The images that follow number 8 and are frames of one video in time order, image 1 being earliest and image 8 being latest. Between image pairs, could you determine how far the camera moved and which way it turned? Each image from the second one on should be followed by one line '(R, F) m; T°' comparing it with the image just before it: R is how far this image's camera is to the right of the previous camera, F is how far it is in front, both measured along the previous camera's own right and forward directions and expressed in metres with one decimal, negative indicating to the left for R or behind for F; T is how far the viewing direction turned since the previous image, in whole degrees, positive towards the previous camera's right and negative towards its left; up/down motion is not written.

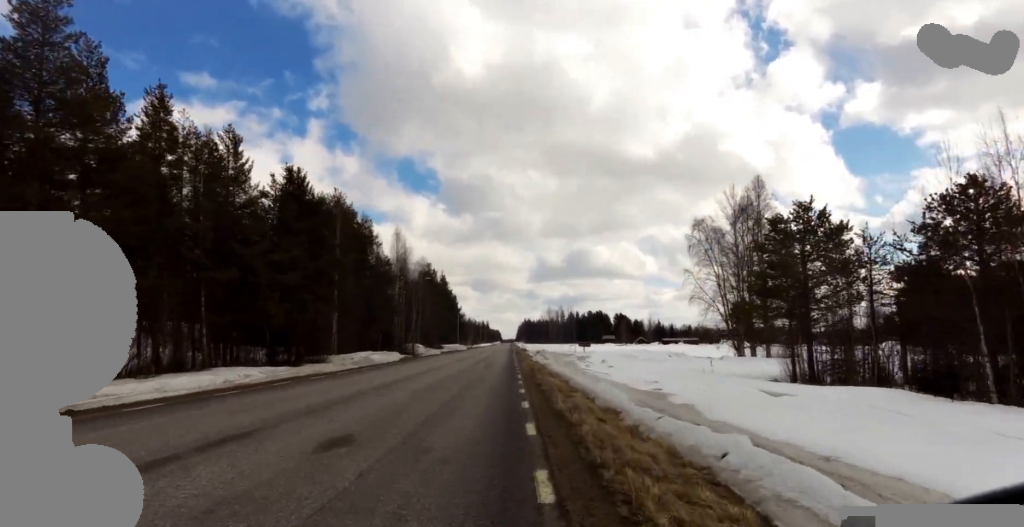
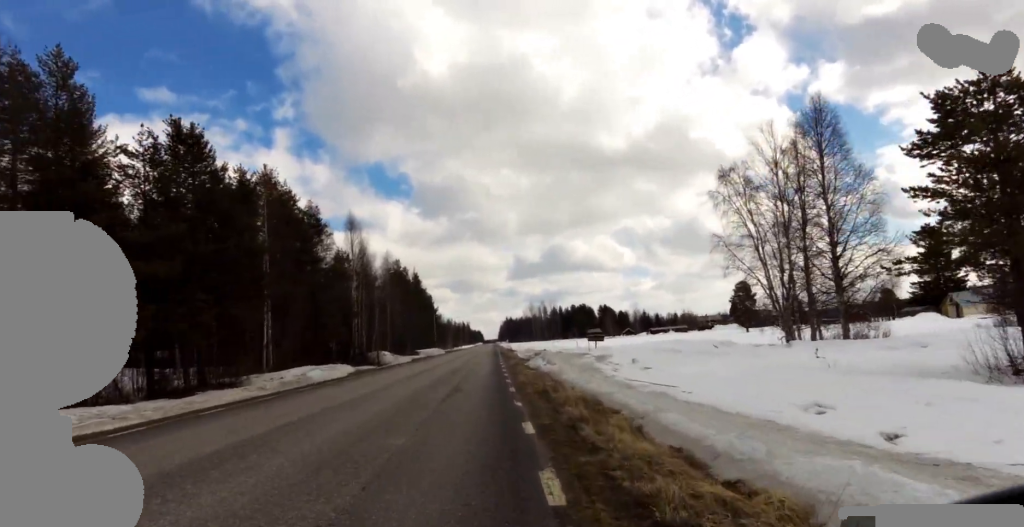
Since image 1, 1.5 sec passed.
(-0.1, +11.7) m; -5°
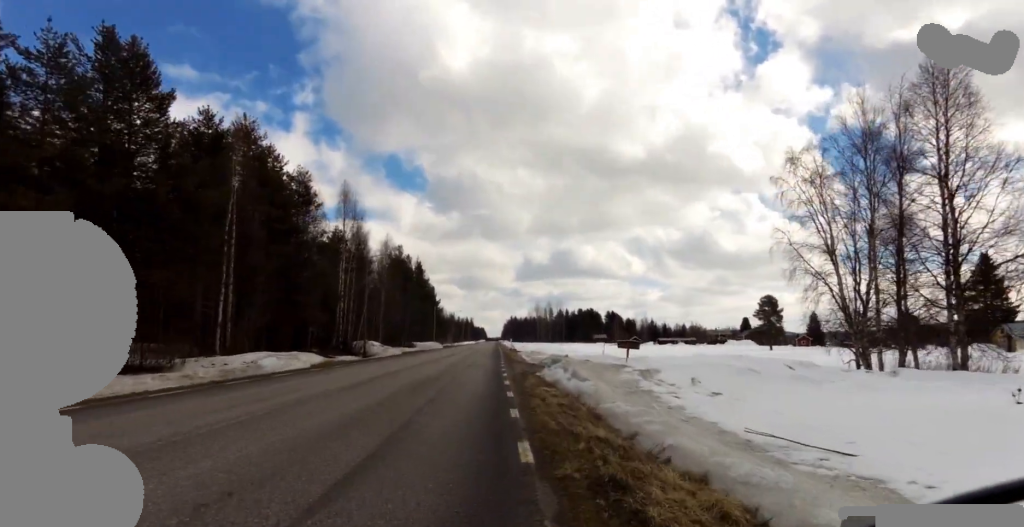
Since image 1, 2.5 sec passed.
(-0.5, +7.0) m; -3°
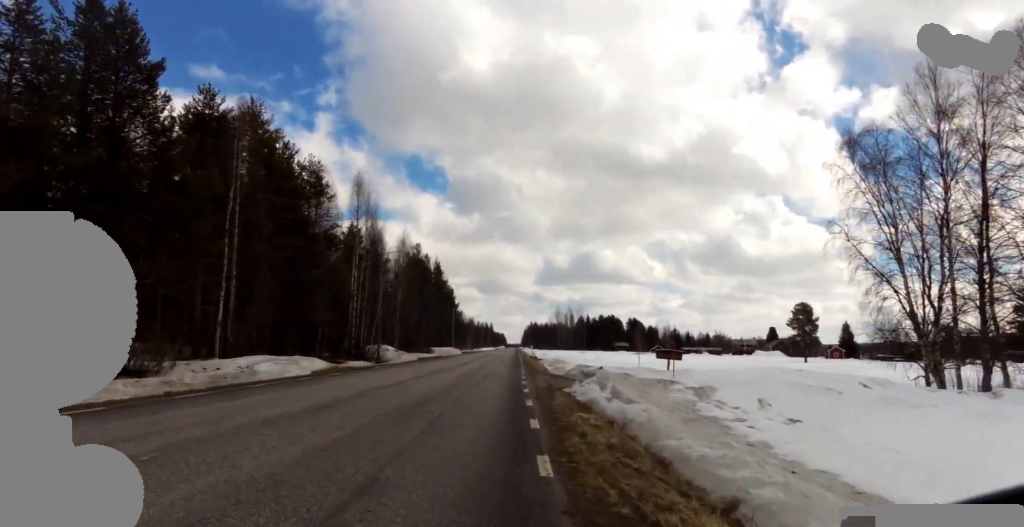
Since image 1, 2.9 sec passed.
(0.0, +2.8) m; +2°
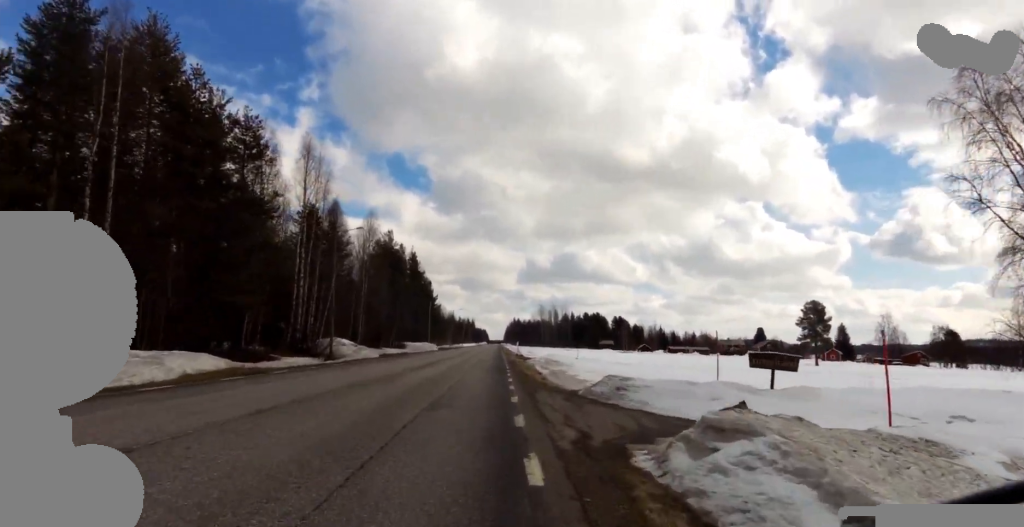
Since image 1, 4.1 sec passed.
(+0.5, +8.8) m; +7°
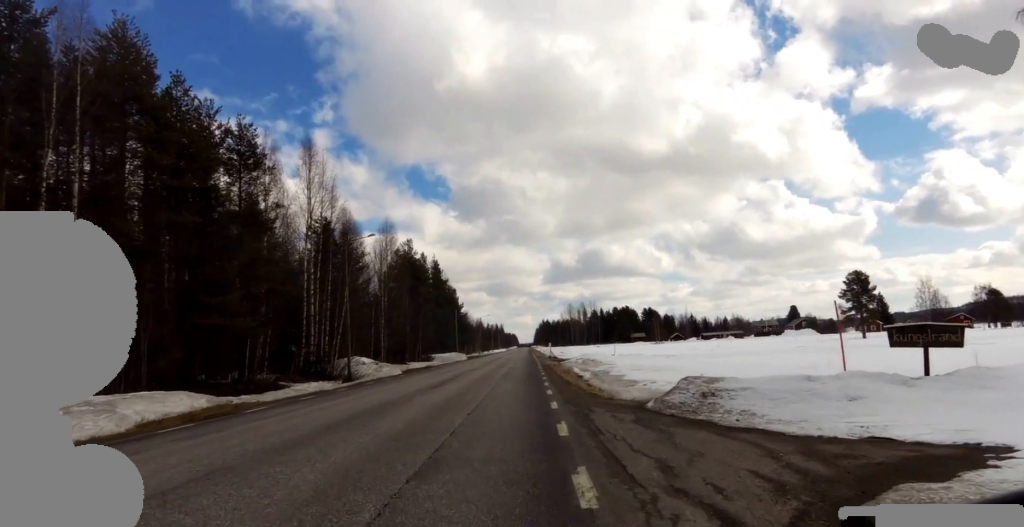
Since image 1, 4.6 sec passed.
(+0.1, +3.4) m; -1°
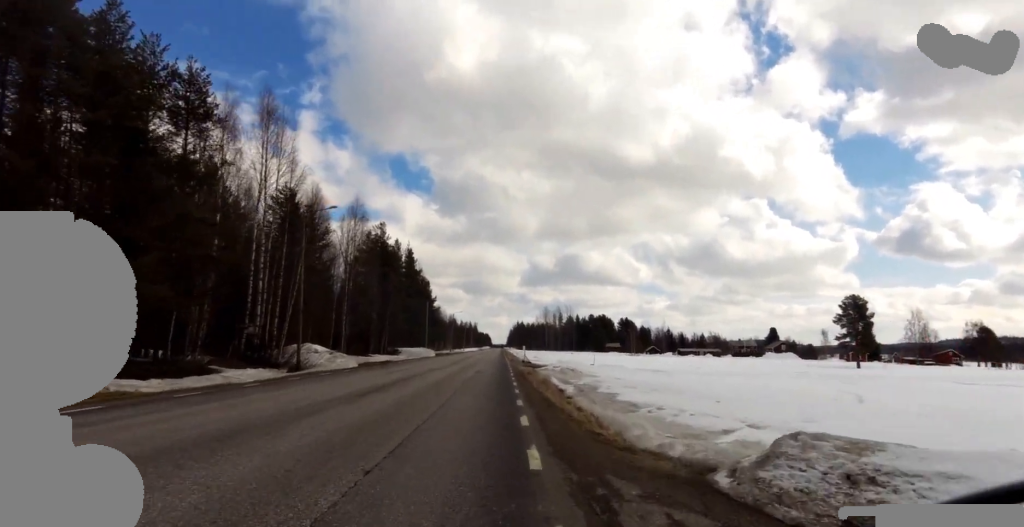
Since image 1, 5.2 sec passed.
(+0.3, +4.4) m; -6°
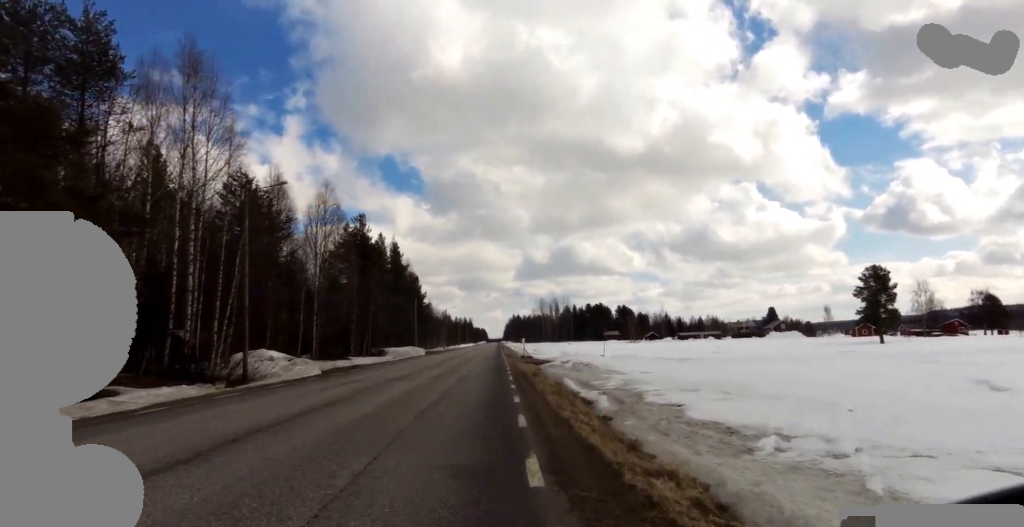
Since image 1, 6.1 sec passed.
(-1.0, +6.6) m; +5°
